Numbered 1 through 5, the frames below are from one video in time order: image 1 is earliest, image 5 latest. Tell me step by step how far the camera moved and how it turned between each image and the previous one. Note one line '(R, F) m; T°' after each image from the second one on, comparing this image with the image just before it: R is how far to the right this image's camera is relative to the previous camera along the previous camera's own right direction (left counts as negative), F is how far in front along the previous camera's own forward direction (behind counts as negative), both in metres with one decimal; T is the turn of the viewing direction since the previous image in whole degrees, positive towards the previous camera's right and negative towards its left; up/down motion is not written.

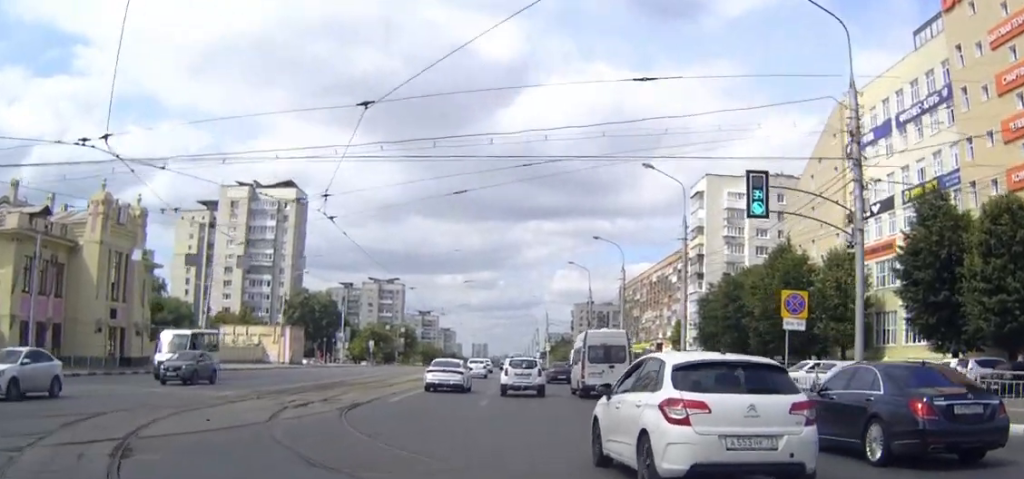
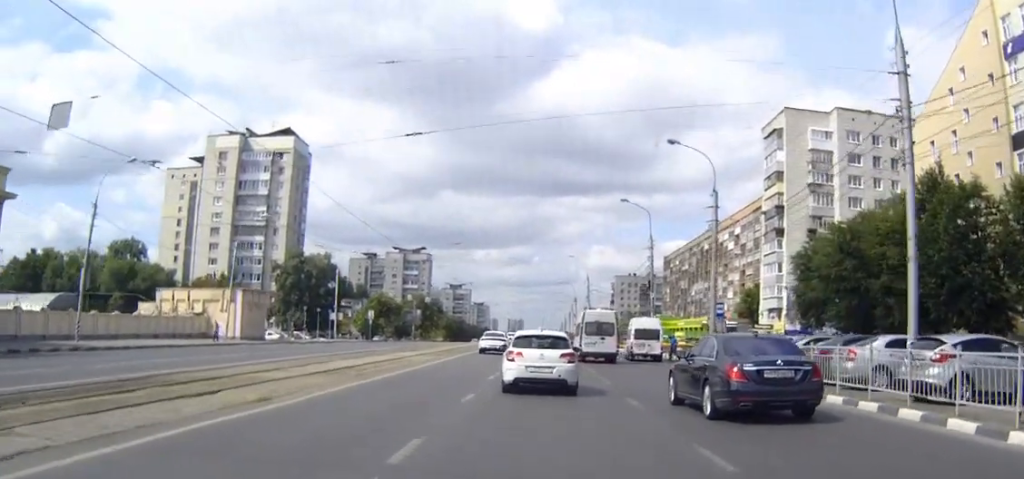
(-0.3, +26.2) m; -1°
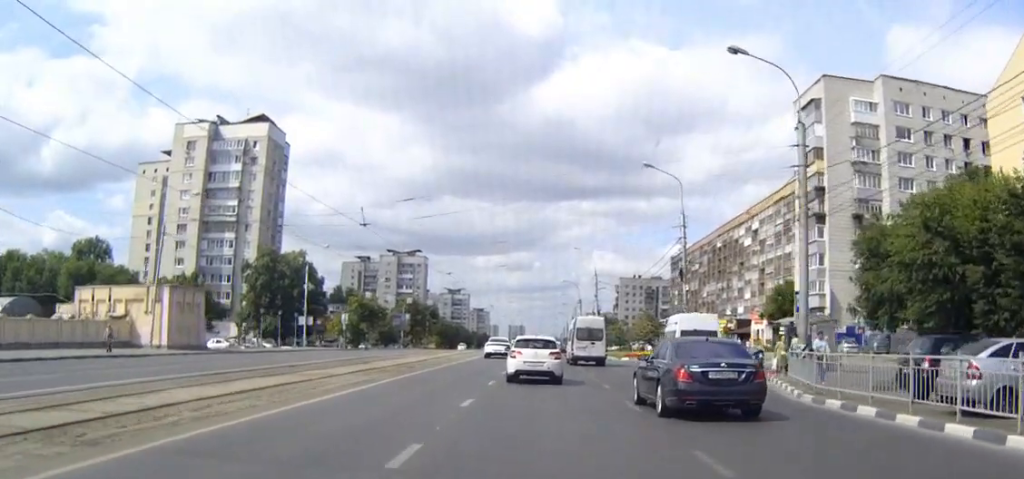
(0.0, +16.1) m; 0°
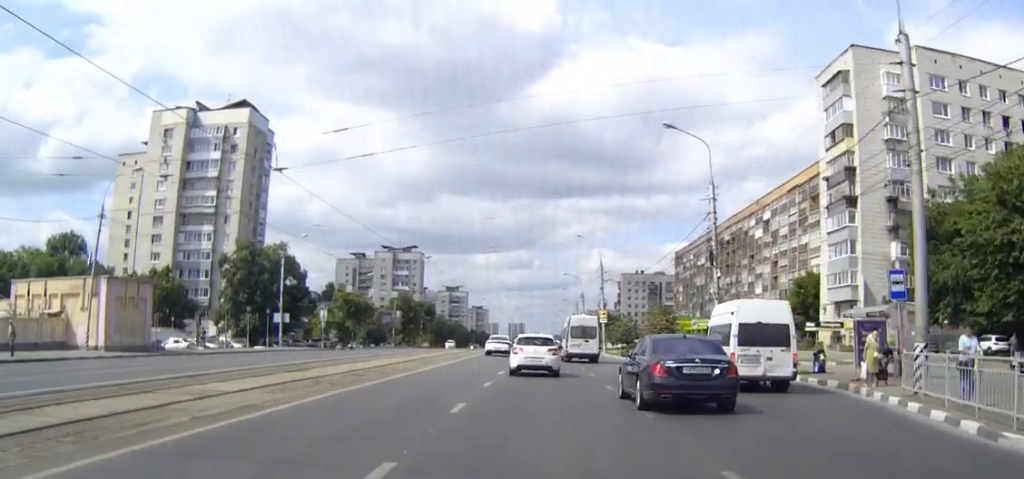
(0.0, +9.7) m; 0°
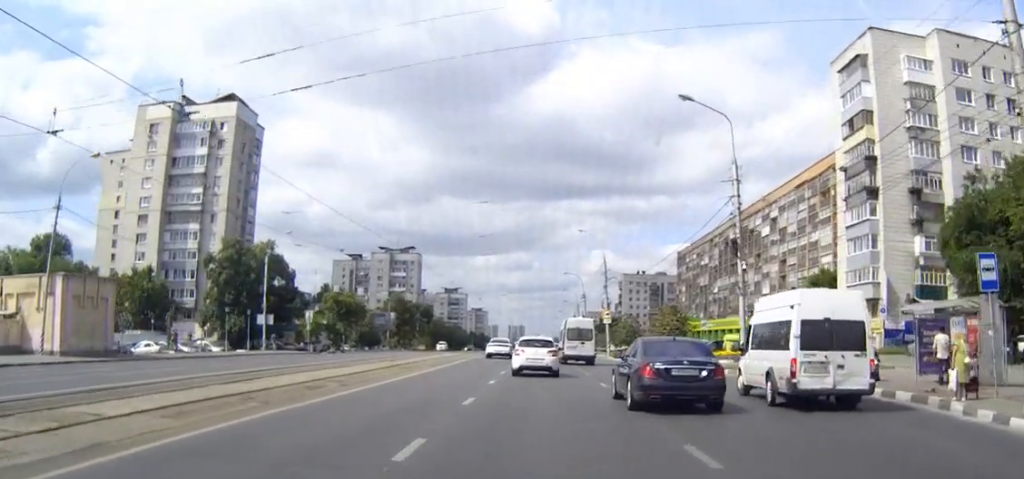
(0.0, +5.7) m; 0°
